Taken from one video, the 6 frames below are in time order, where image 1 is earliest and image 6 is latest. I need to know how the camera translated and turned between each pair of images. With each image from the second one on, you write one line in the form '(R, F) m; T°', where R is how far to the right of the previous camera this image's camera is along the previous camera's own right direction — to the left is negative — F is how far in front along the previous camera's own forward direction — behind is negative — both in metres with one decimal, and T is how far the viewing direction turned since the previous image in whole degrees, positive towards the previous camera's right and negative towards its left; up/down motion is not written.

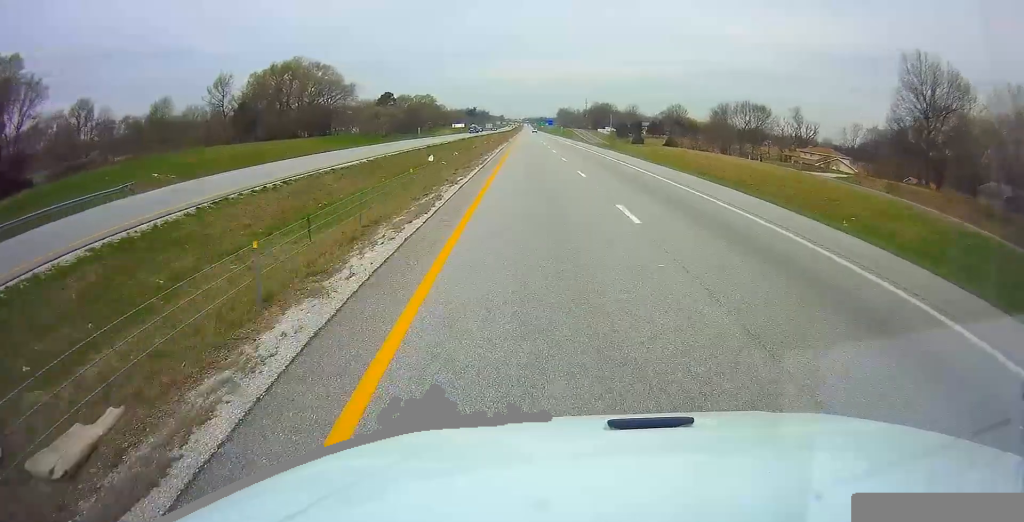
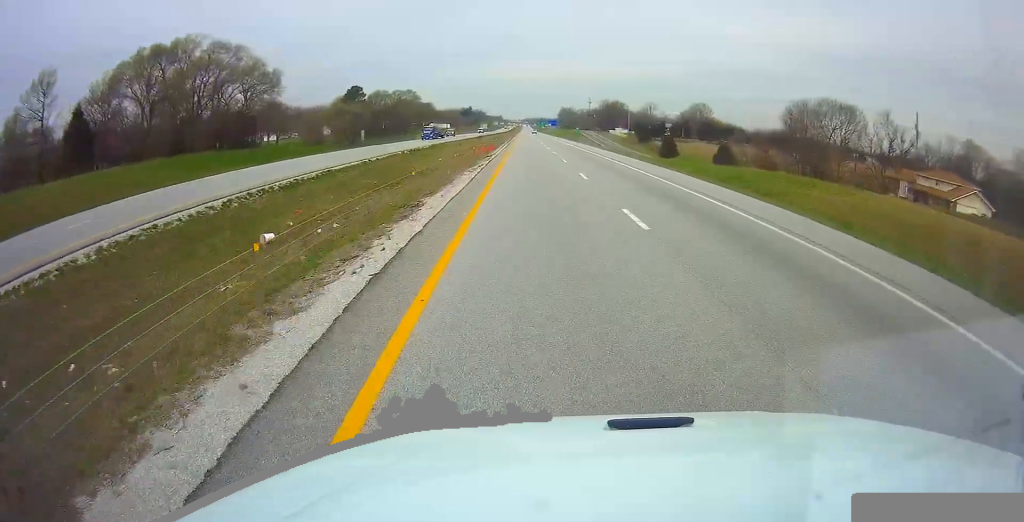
(+0.2, +48.9) m; 0°
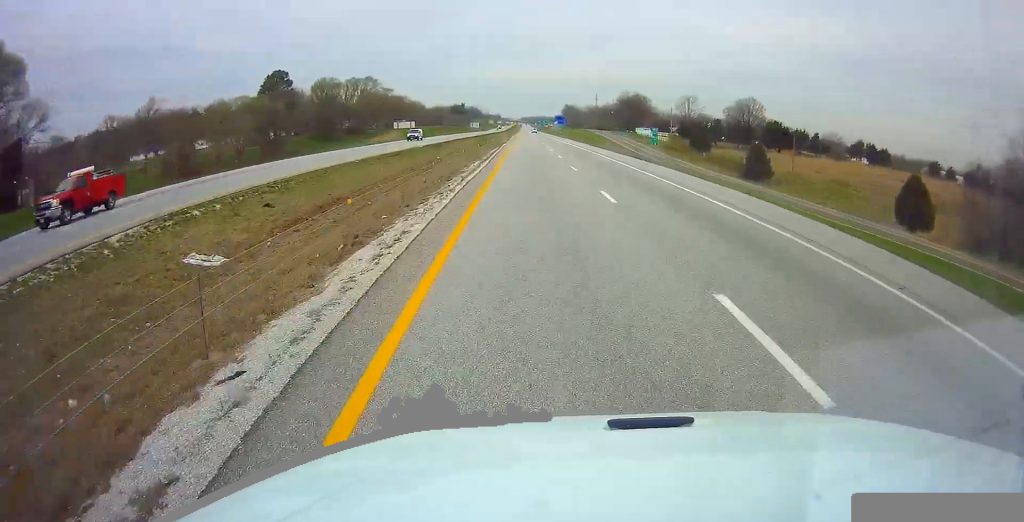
(-0.3, +68.4) m; 0°
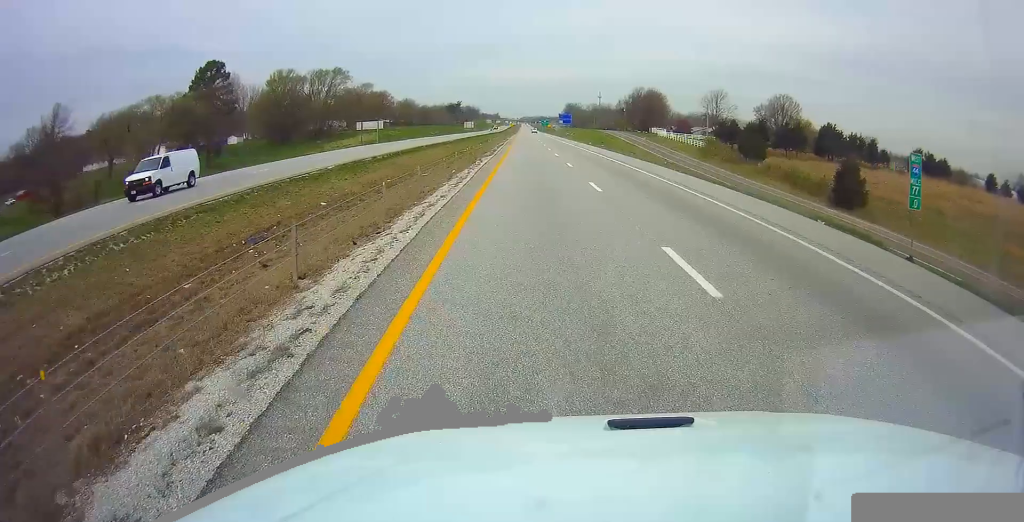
(0.0, +33.2) m; 0°
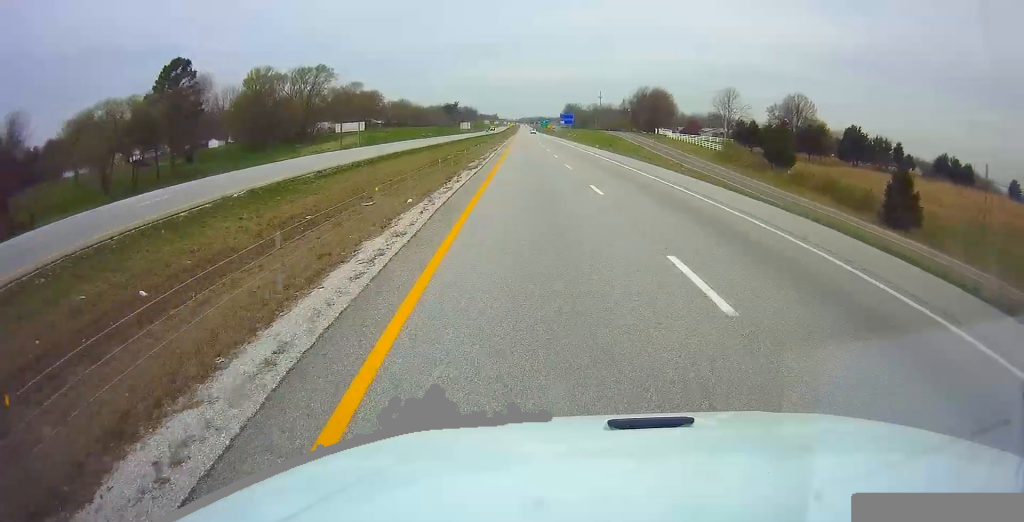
(0.0, +12.7) m; 0°
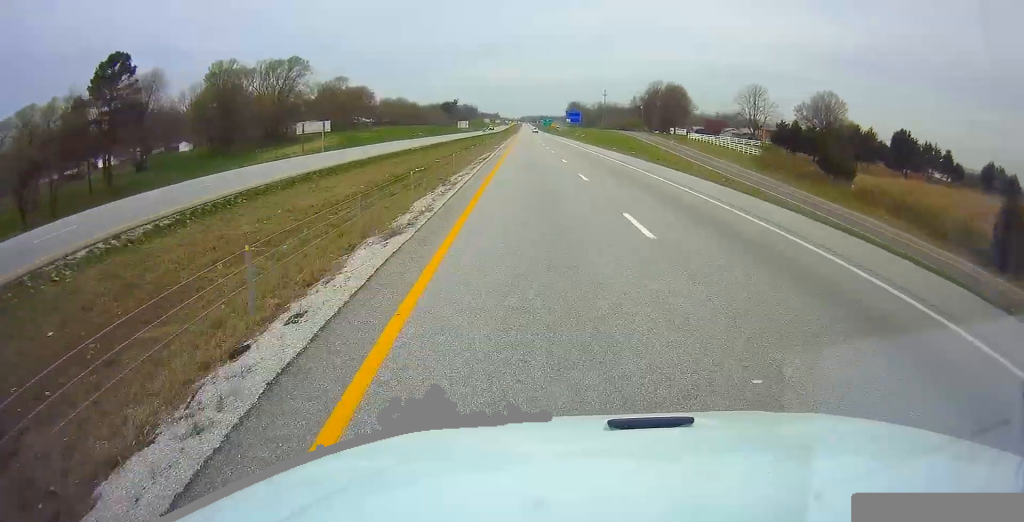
(0.0, +19.5) m; 0°
